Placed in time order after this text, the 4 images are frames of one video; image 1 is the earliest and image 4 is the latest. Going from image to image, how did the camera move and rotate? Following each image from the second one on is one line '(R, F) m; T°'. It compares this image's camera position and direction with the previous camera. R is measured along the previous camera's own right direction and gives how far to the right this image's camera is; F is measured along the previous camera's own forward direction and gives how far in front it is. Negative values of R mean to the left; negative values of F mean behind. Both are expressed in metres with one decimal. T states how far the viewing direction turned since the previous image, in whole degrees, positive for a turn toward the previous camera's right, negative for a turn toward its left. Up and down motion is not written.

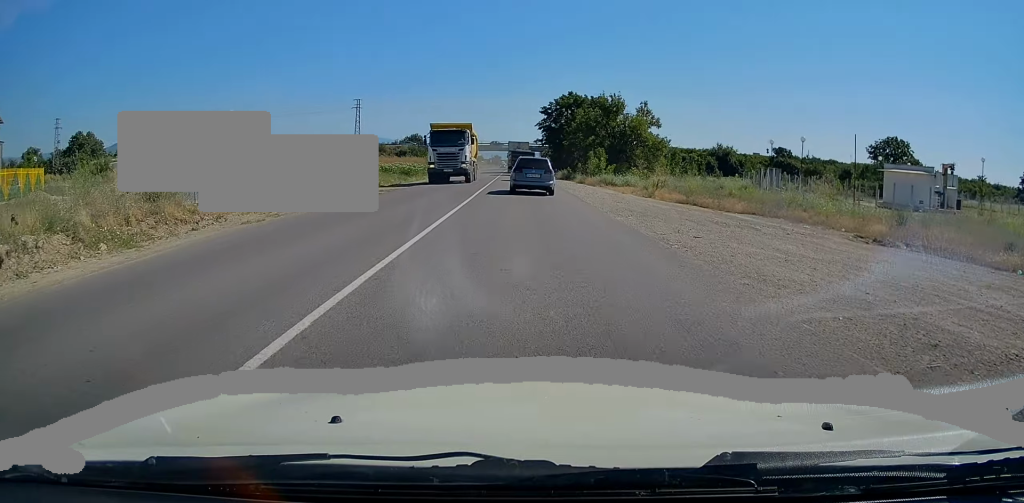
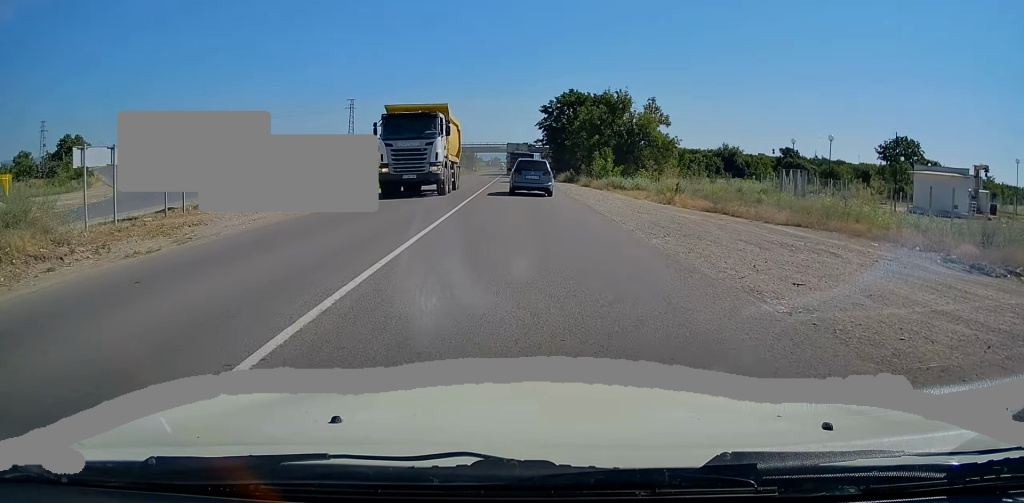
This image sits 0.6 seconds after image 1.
(0.0, +4.7) m; -1°
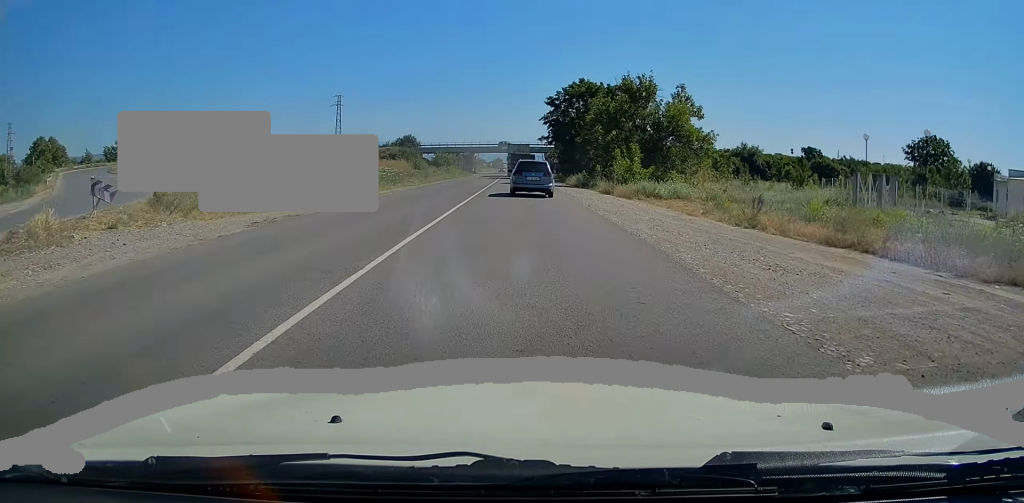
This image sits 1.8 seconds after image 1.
(-0.2, +11.1) m; 0°
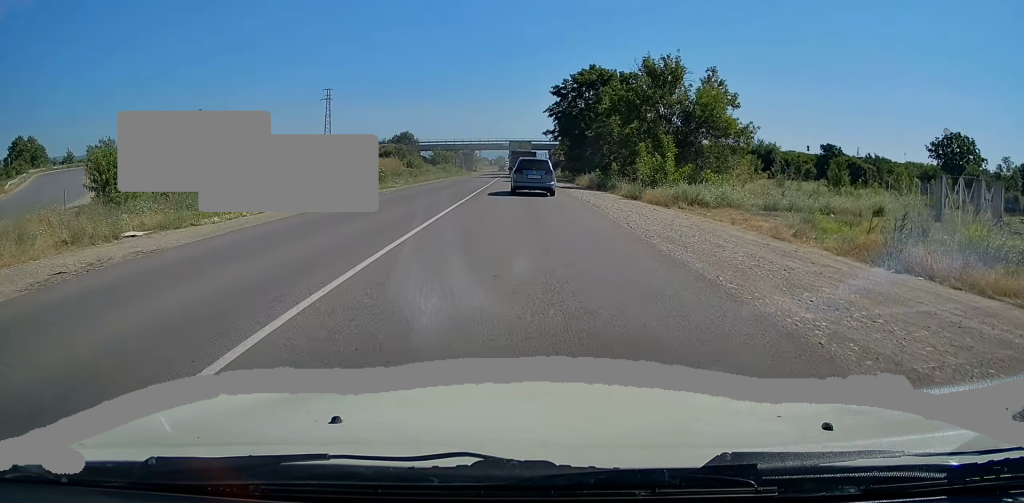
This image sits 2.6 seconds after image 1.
(+0.2, +8.1) m; 0°
